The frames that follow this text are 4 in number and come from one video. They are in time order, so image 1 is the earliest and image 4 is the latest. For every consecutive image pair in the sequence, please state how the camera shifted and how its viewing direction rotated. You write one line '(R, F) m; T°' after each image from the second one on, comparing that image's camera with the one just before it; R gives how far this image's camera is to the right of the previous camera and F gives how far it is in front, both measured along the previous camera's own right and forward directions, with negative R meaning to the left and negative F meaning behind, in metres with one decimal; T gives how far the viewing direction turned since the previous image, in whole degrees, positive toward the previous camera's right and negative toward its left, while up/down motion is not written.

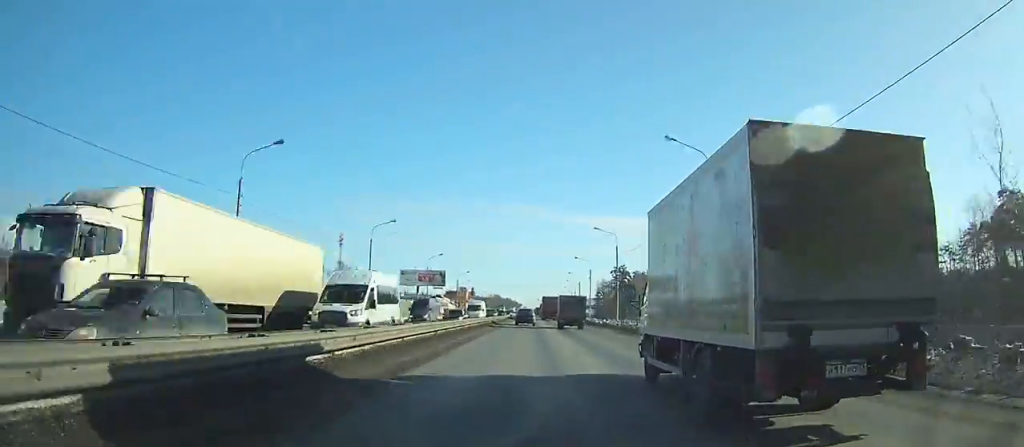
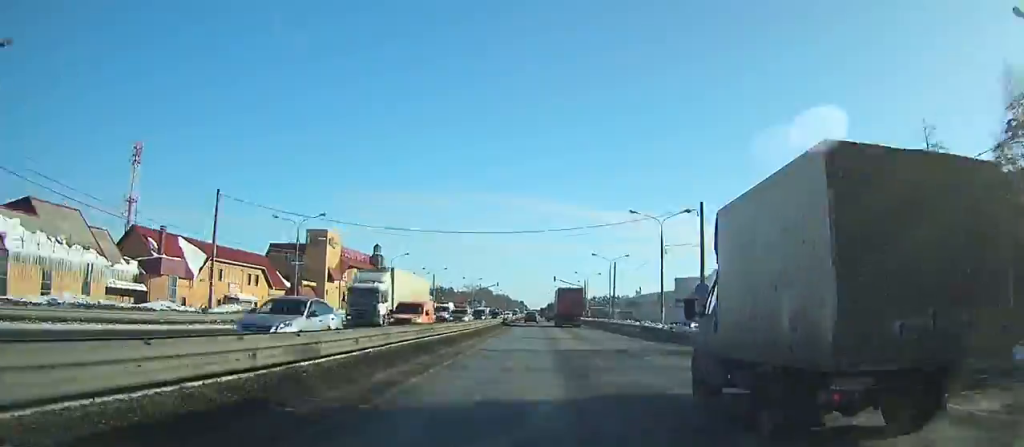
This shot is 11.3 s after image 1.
(+2.5, +216.9) m; +1°
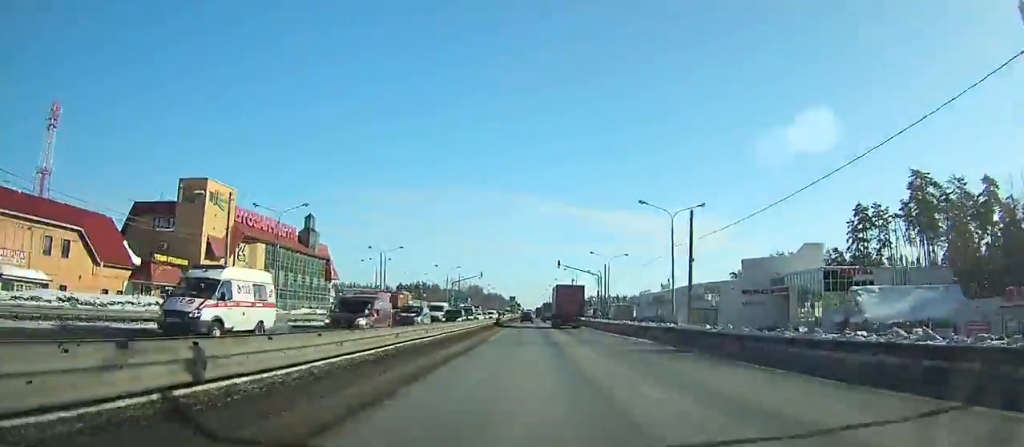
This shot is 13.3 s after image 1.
(0.0, +36.5) m; 0°
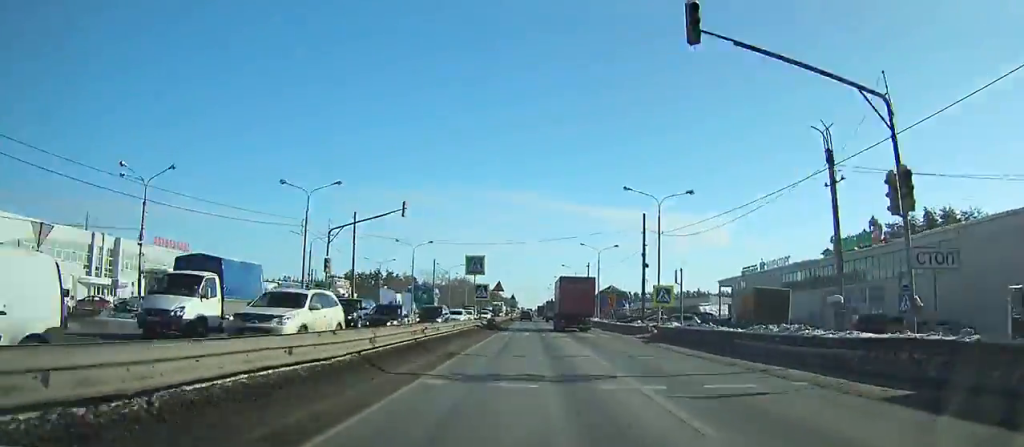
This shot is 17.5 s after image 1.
(-0.2, +74.0) m; 0°
